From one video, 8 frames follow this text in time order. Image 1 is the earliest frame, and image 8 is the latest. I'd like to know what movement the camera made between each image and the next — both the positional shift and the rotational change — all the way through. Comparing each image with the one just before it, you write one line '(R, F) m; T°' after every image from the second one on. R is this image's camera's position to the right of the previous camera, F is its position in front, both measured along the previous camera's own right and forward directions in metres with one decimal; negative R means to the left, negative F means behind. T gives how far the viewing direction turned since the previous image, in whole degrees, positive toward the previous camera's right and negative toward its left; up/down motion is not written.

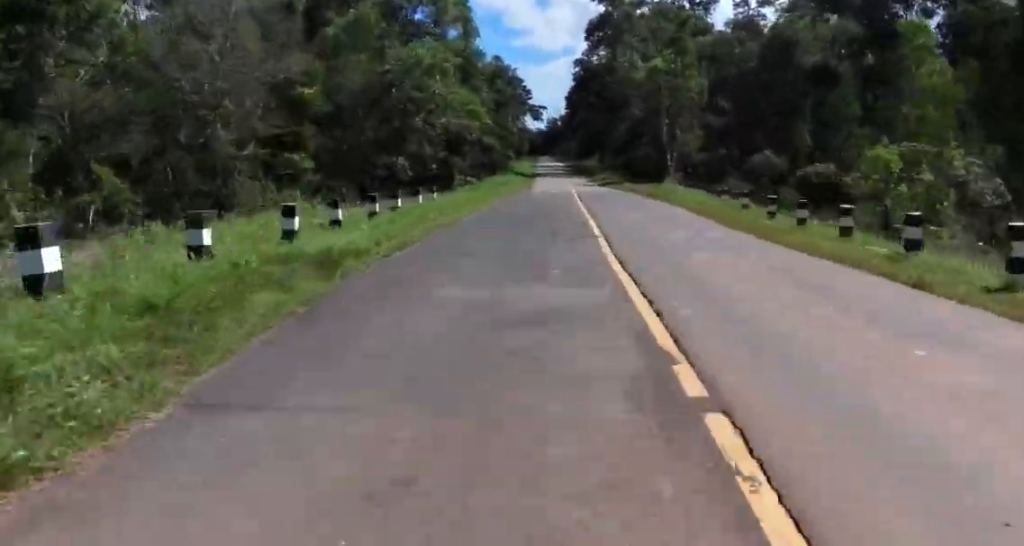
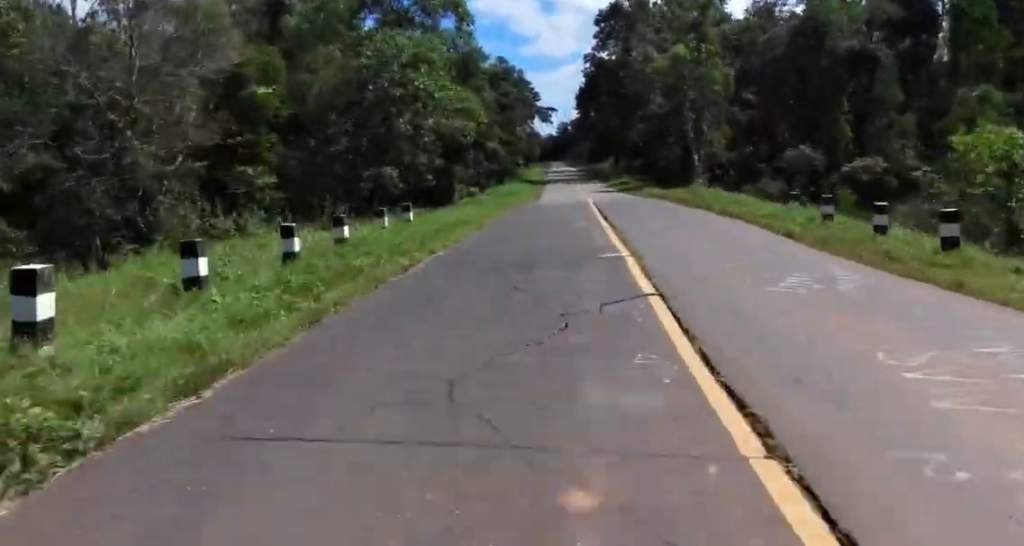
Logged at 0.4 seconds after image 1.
(0.0, +6.0) m; -1°
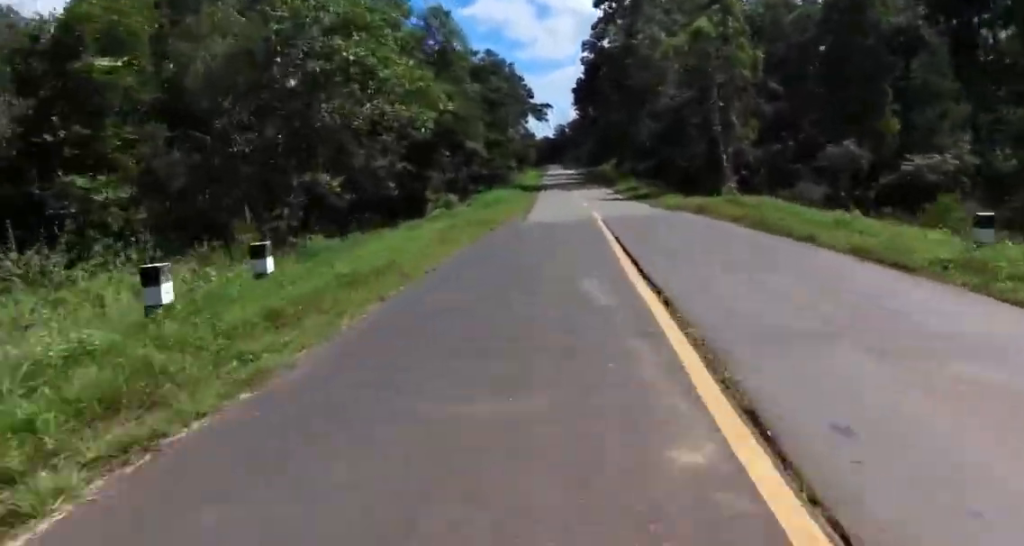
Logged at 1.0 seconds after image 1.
(-0.5, +8.3) m; -3°
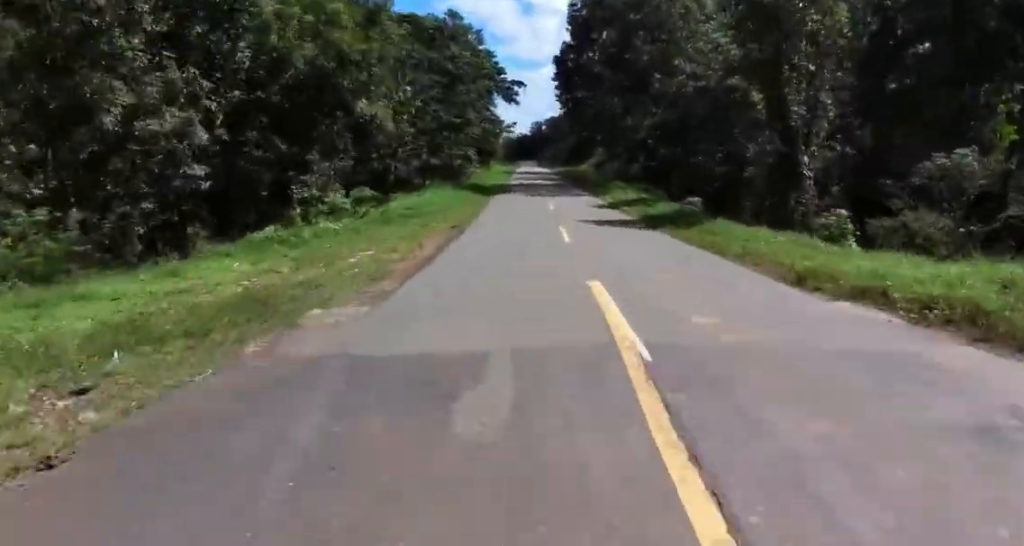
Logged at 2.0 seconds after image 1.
(-0.2, +14.1) m; 0°
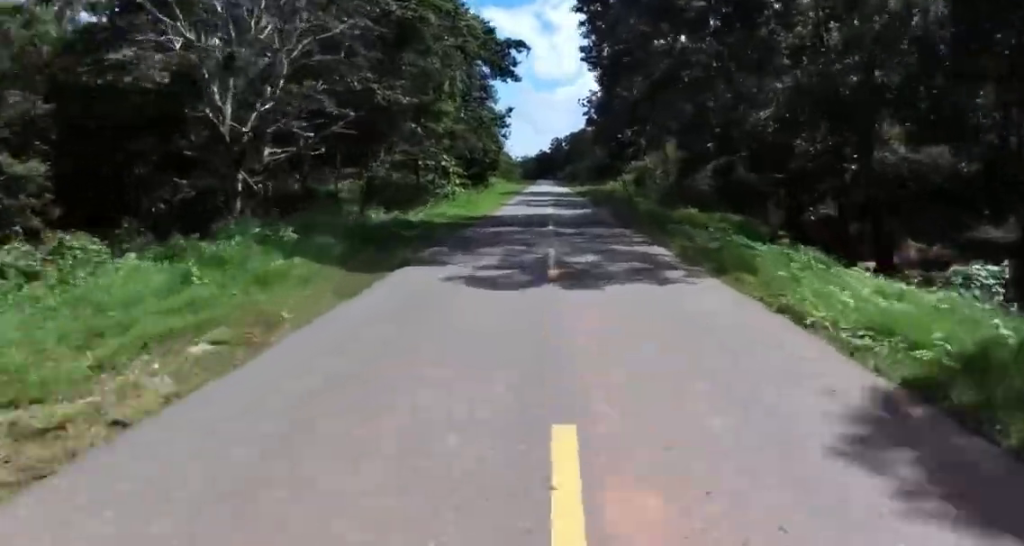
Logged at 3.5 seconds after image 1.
(+0.5, +21.8) m; +3°
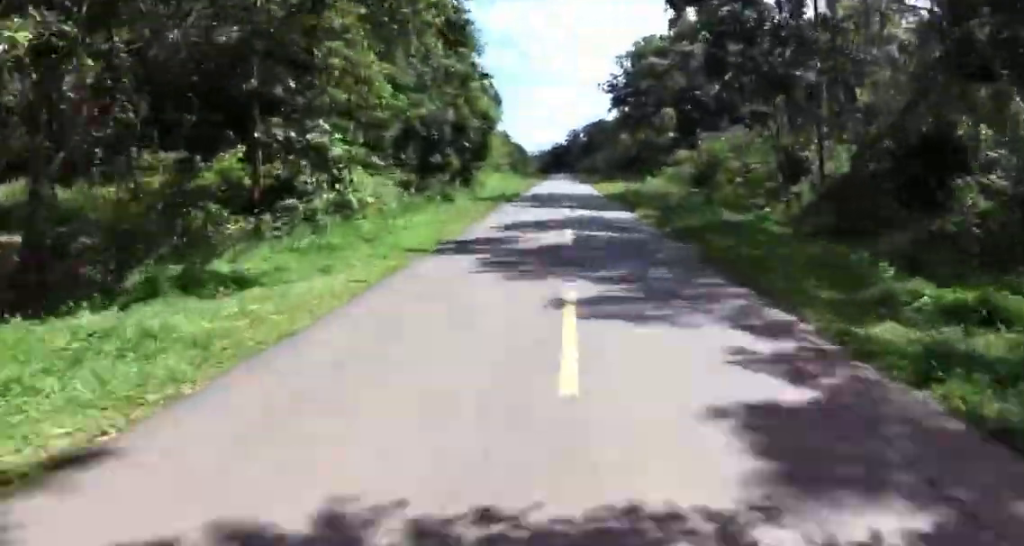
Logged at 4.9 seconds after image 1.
(+0.4, +22.8) m; +1°
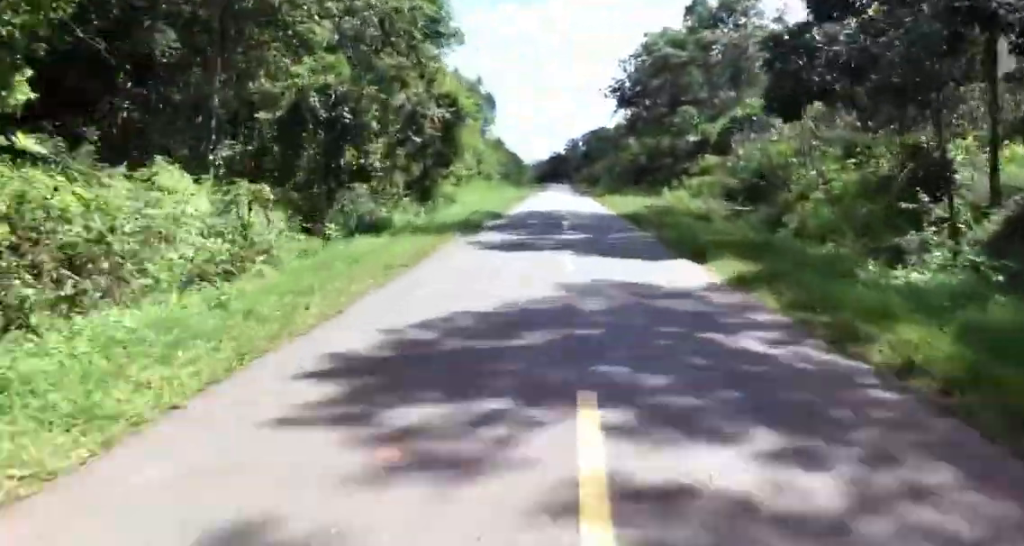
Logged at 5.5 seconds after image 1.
(0.0, +11.8) m; 0°
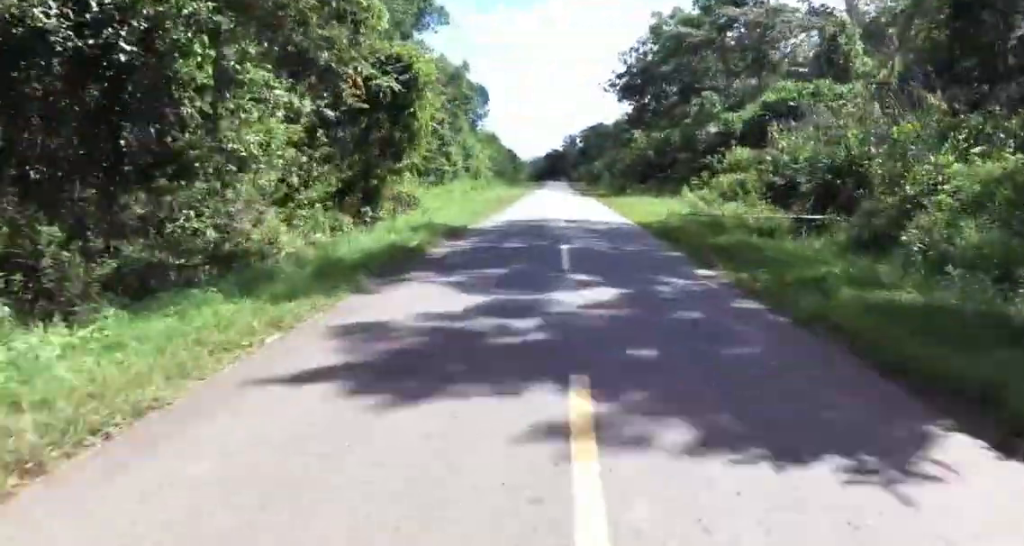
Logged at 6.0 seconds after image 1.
(0.0, +9.1) m; 0°
